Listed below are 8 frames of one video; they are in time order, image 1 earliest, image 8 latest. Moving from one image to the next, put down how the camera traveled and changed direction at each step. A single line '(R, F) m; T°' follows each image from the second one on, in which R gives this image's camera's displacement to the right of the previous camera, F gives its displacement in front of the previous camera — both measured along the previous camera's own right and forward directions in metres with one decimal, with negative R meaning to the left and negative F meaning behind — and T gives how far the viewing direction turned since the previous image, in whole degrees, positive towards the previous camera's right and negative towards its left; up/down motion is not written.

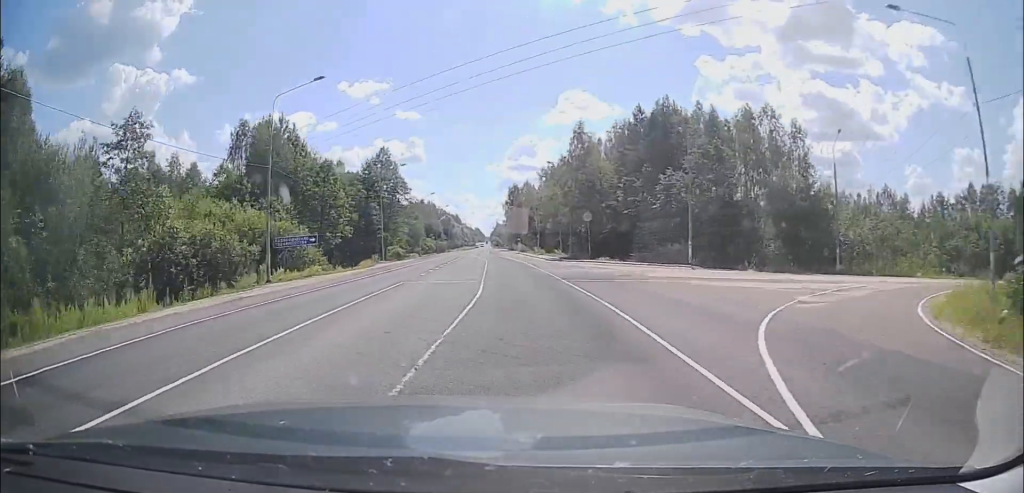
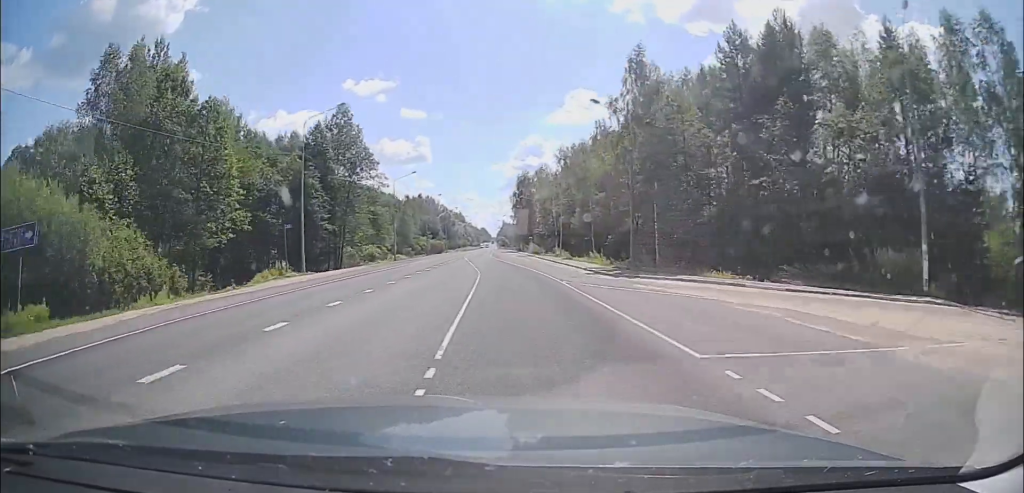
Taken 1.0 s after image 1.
(+0.2, +28.5) m; -1°
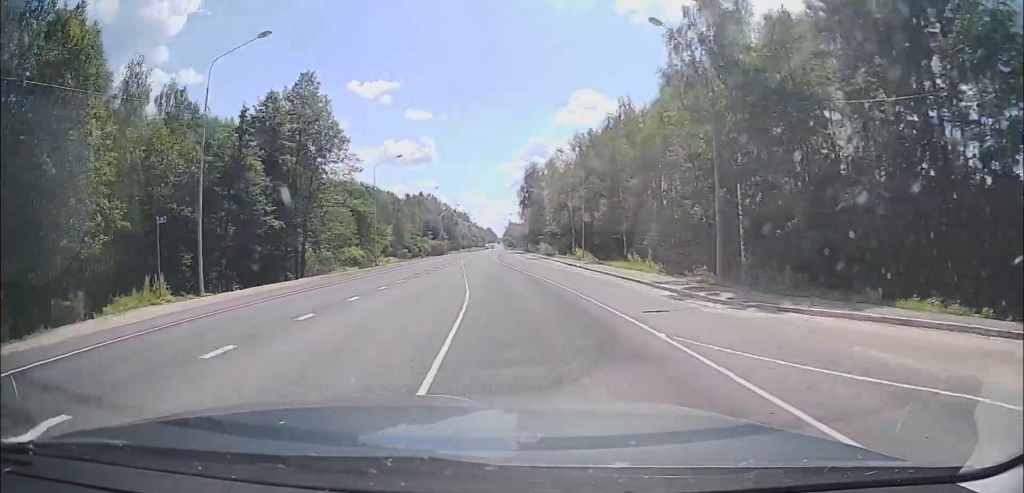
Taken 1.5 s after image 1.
(0.0, +15.1) m; -1°
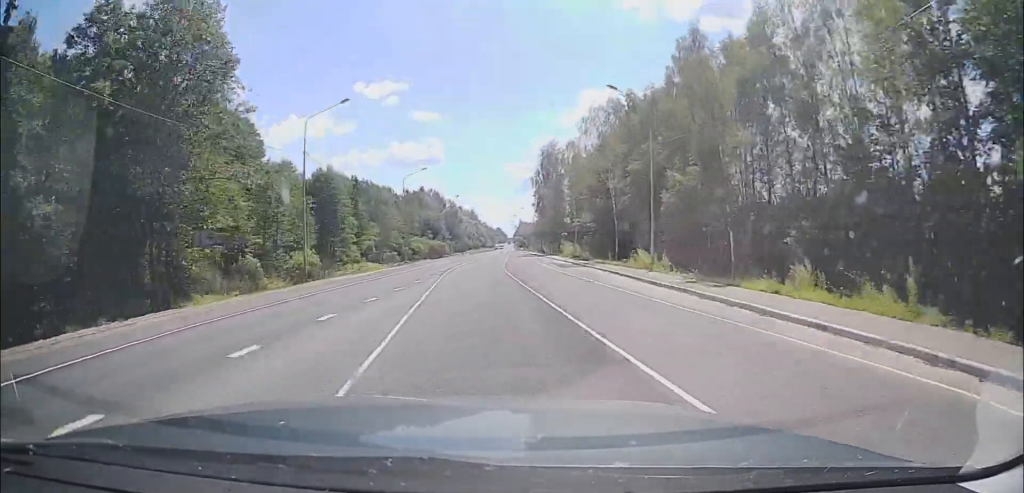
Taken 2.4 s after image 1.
(-0.7, +23.2) m; -1°
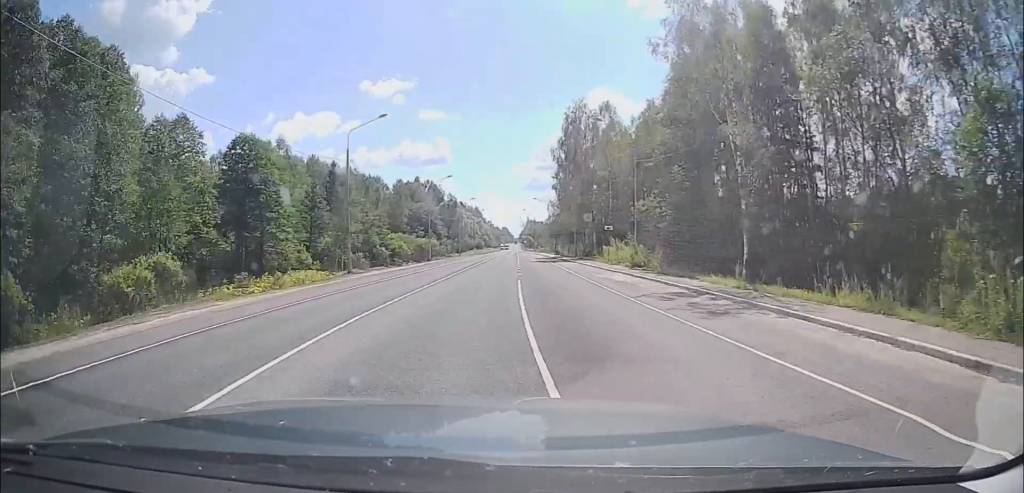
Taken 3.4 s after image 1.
(+0.2, +27.1) m; -1°
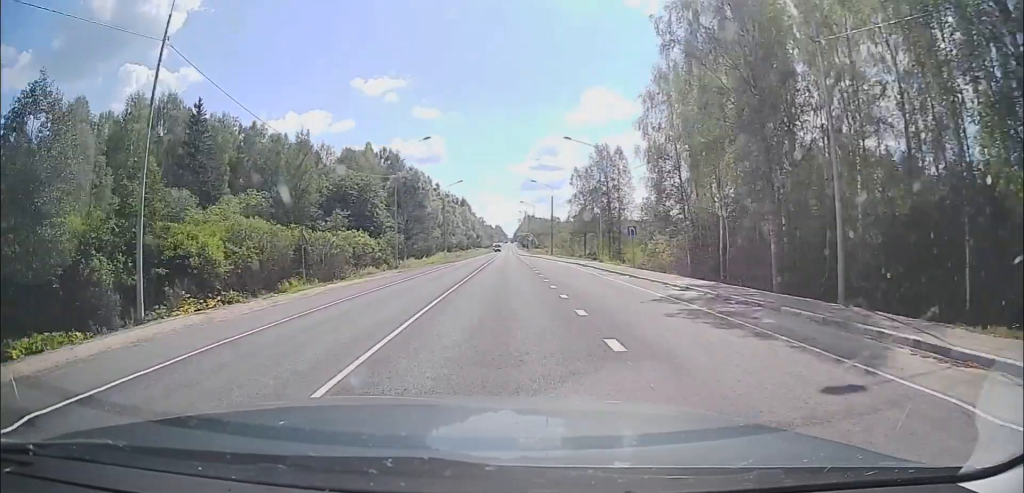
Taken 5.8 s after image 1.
(-0.3, +62.6) m; 0°
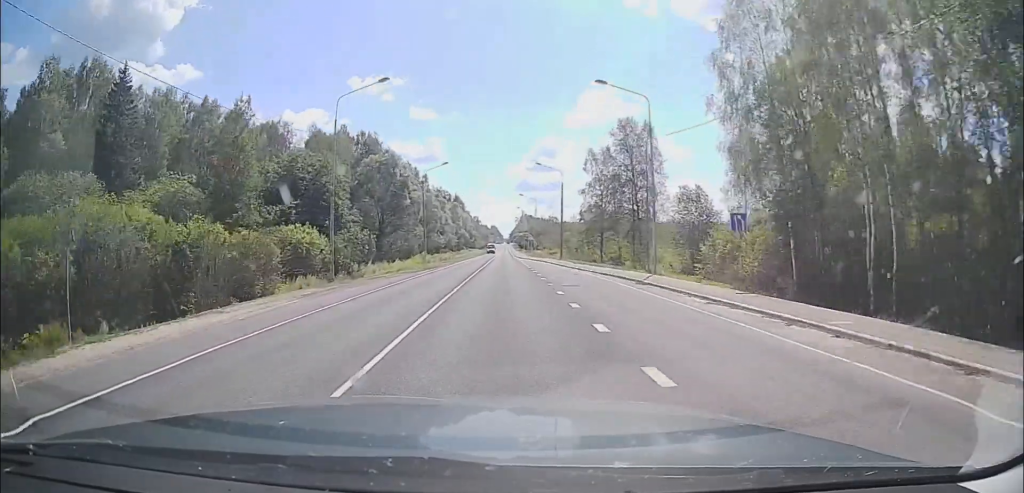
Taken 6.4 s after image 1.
(0.0, +16.5) m; 0°
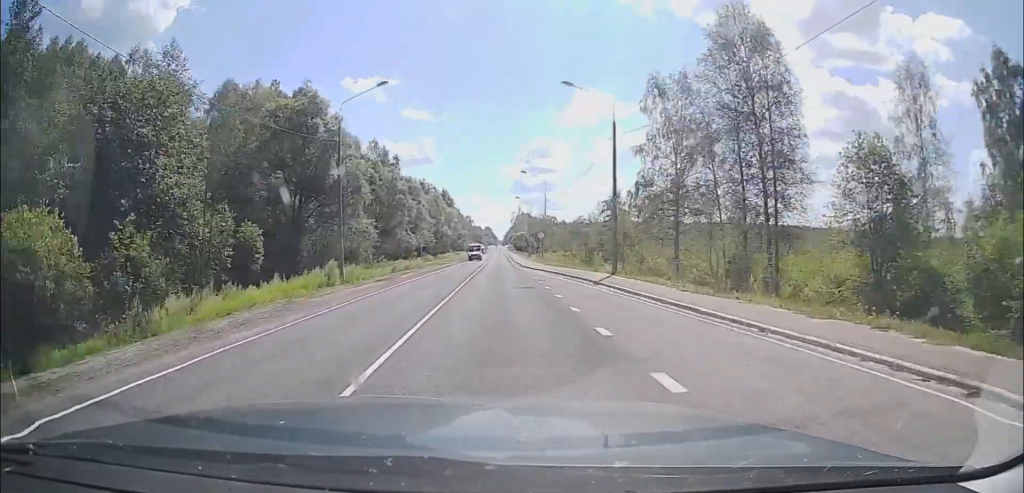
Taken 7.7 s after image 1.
(+0.2, +32.0) m; +1°
